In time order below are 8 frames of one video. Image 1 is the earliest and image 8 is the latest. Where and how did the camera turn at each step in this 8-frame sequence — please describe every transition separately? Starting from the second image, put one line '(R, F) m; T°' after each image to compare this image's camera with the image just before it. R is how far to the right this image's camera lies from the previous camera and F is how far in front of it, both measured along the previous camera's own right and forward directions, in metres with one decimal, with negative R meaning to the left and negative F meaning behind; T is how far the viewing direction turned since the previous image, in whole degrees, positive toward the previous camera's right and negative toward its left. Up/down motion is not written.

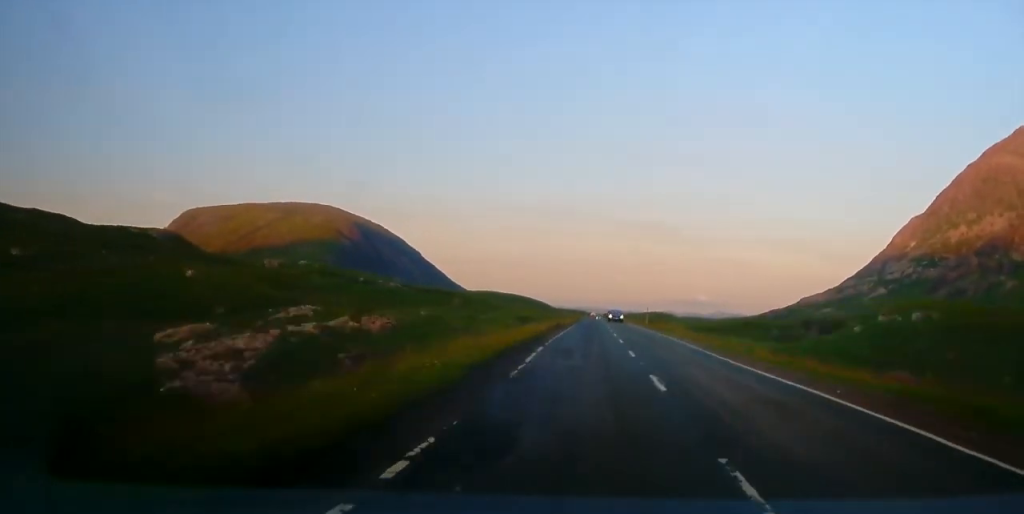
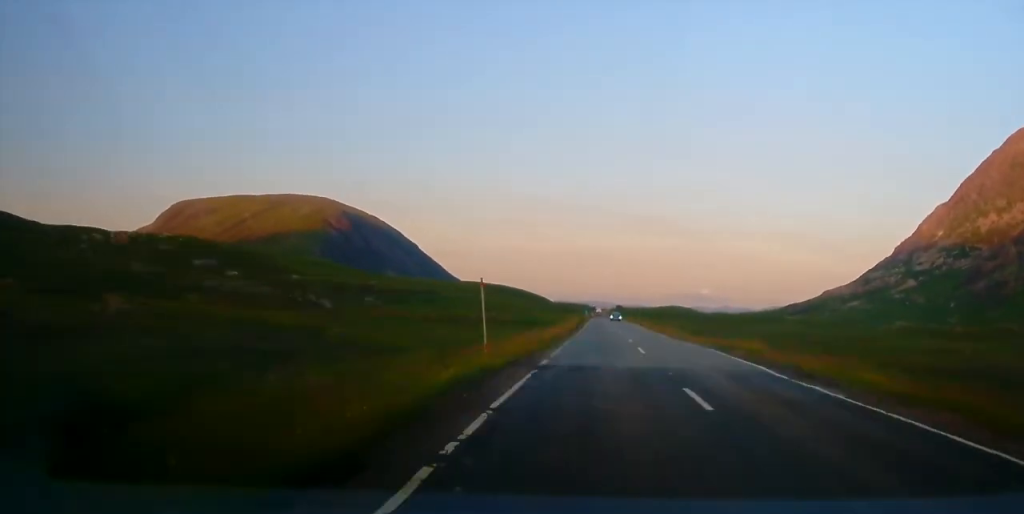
(+0.4, +145.4) m; 0°
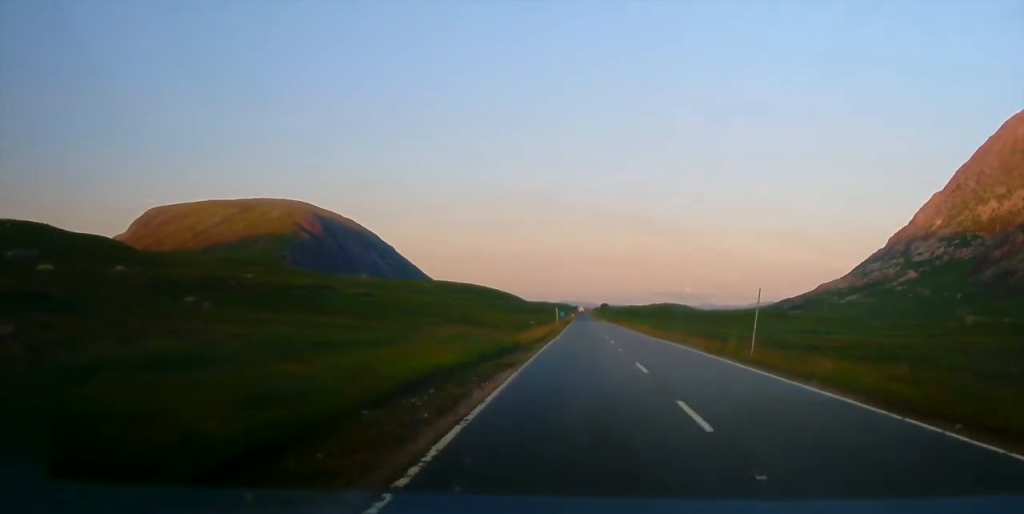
(+0.1, +87.3) m; 0°
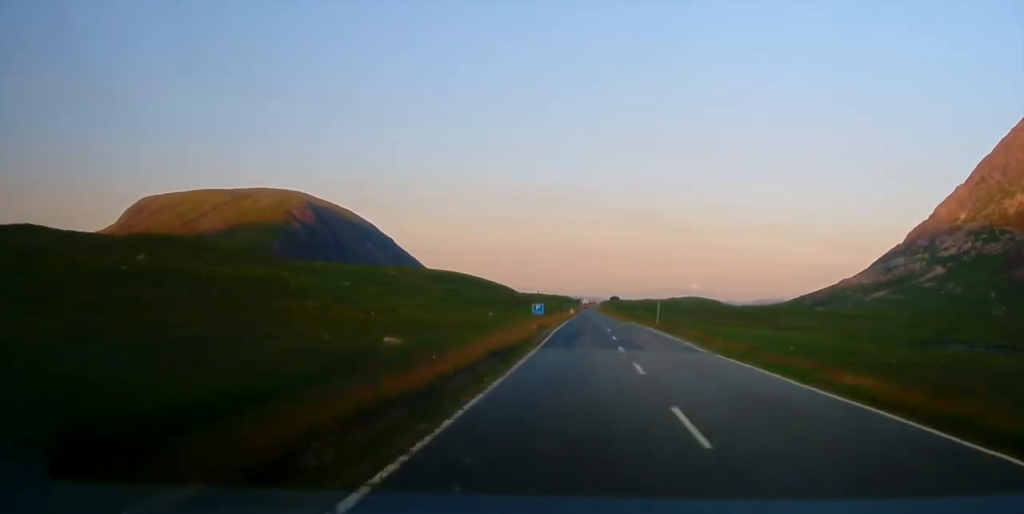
(0.0, +102.8) m; 0°
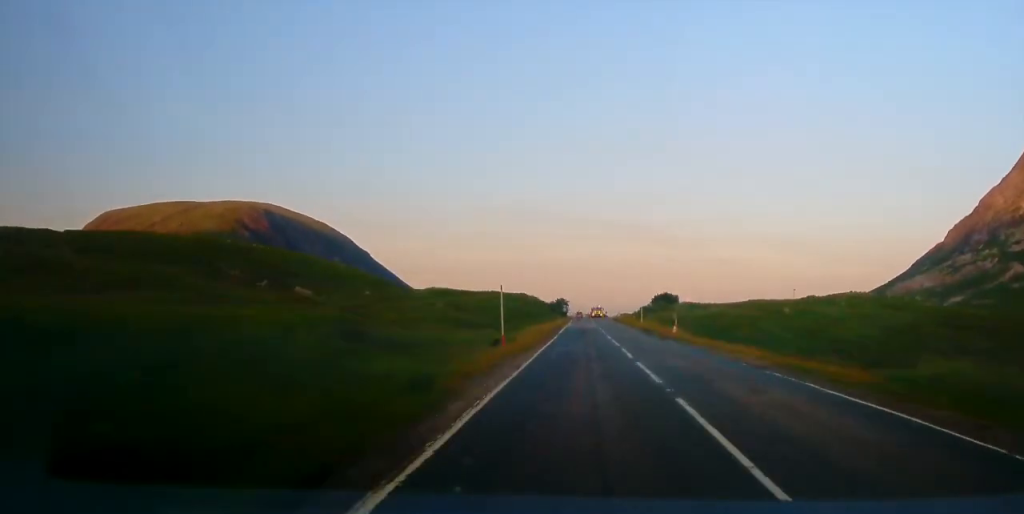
(+0.3, +291.1) m; 0°
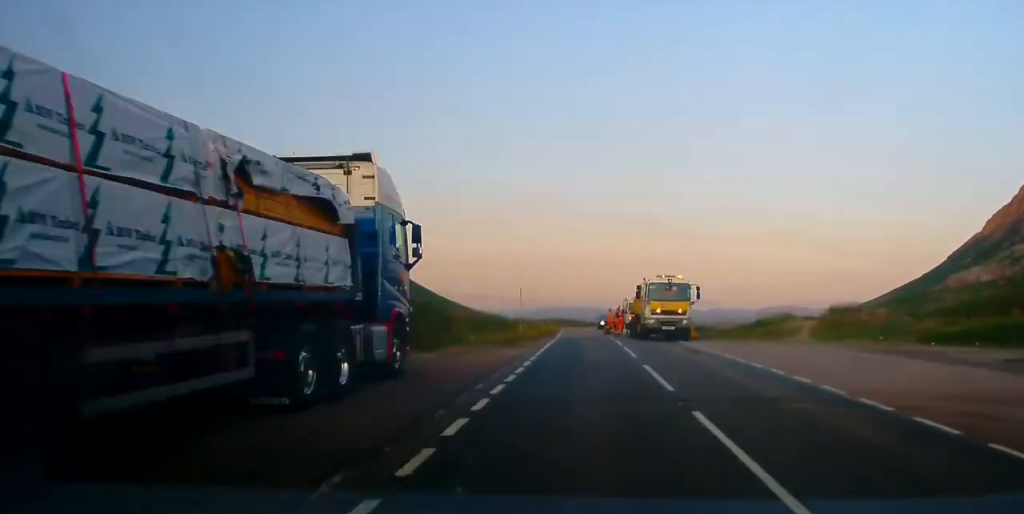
(-0.3, +146.0) m; -4°
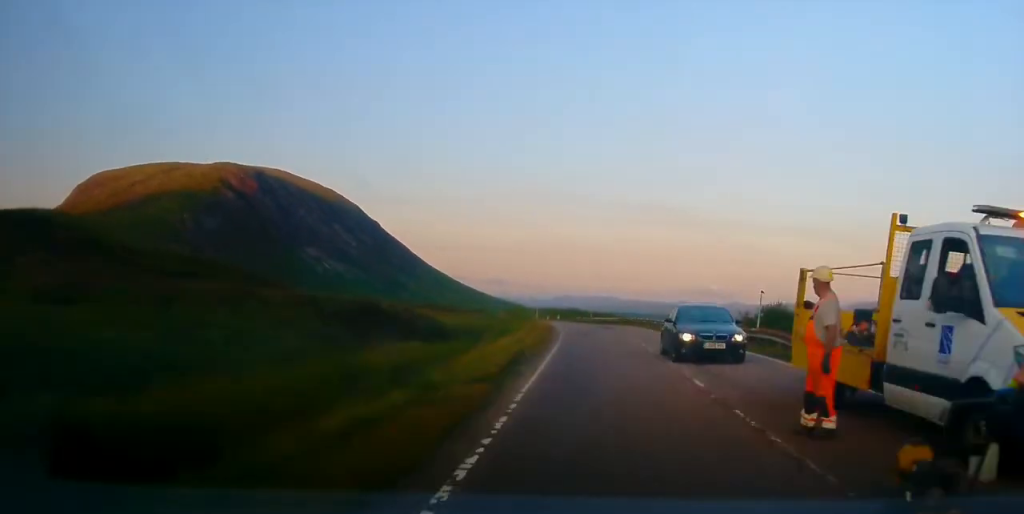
(-0.9, +49.6) m; -4°
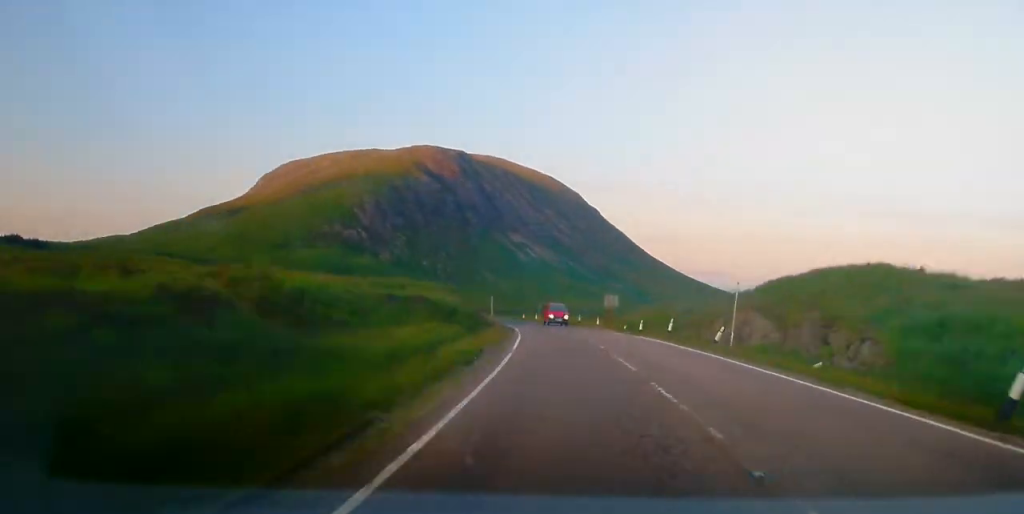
(-18.6, +147.3) m; -16°
